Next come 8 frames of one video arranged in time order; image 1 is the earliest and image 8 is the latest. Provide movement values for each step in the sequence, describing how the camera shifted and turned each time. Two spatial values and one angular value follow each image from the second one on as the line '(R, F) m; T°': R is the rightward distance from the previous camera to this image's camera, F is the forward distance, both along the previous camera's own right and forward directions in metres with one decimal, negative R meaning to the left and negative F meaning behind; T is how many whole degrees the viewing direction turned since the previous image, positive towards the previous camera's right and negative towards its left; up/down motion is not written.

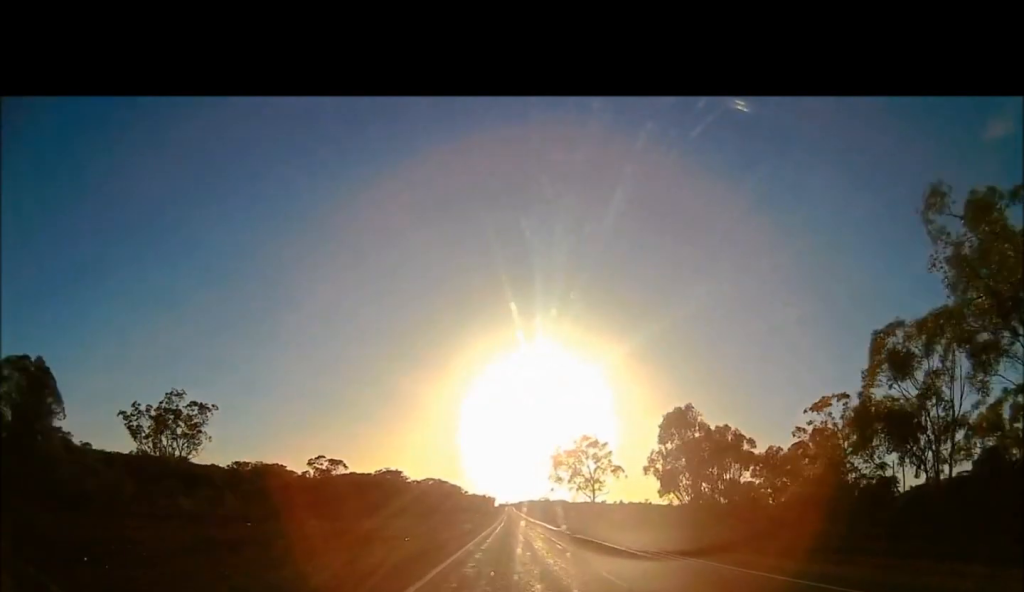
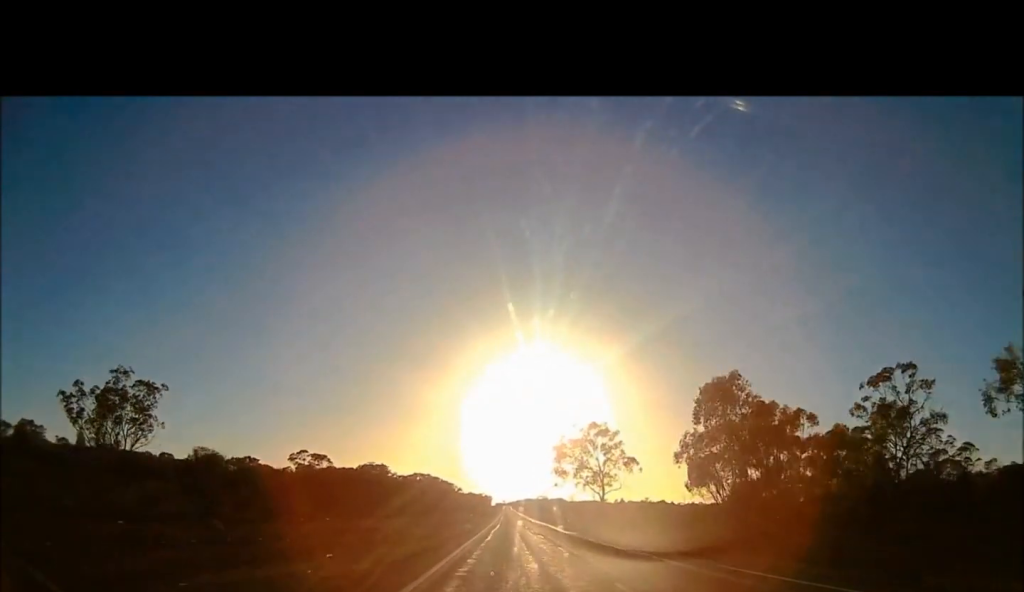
(0.0, +14.0) m; 0°
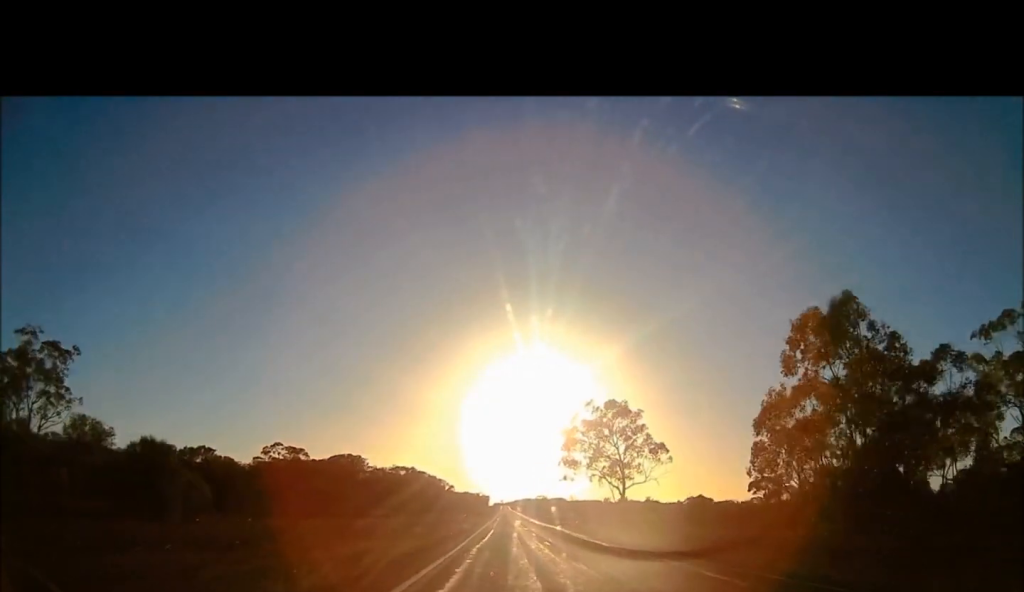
(-0.1, +18.9) m; 0°
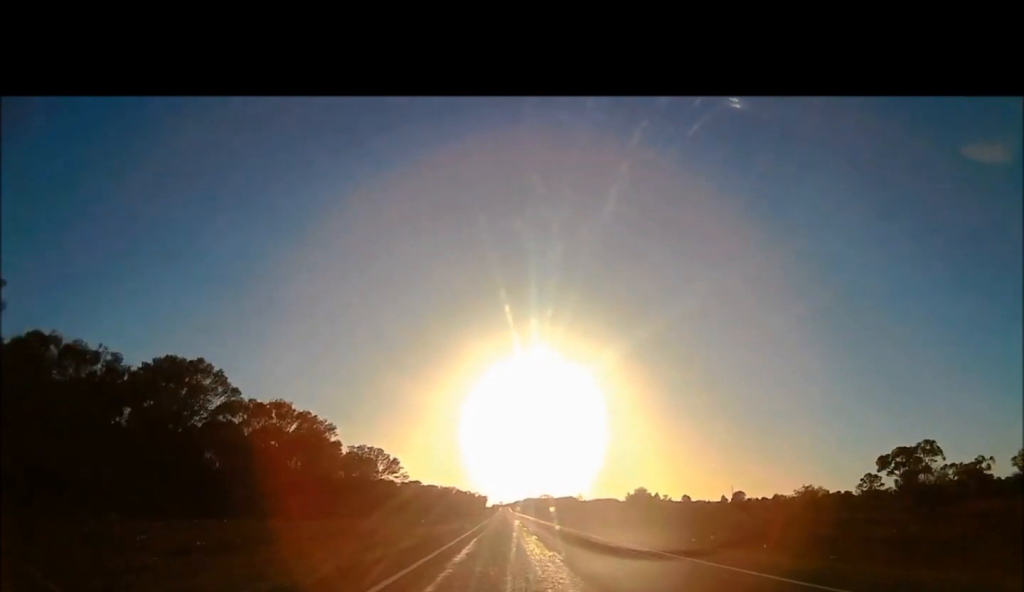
(+2.2, +81.2) m; +1°
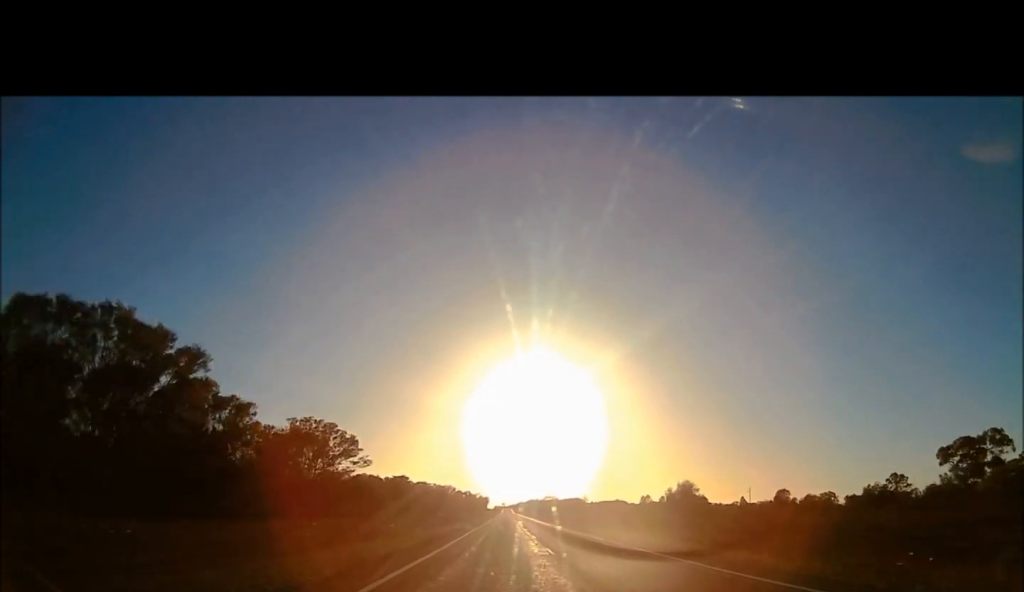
(-0.6, +22.4) m; -1°
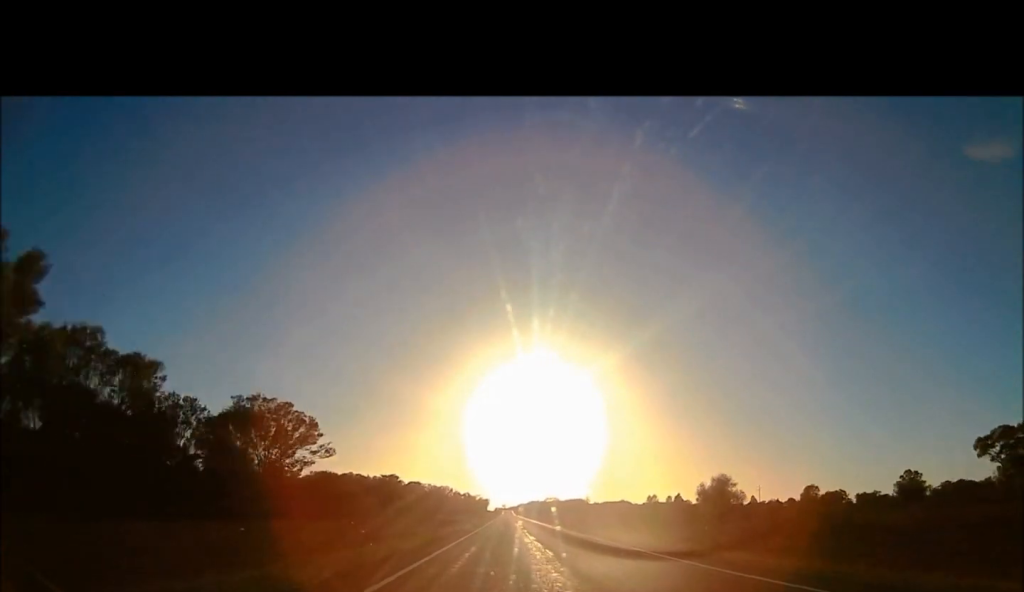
(-0.1, +11.9) m; +1°
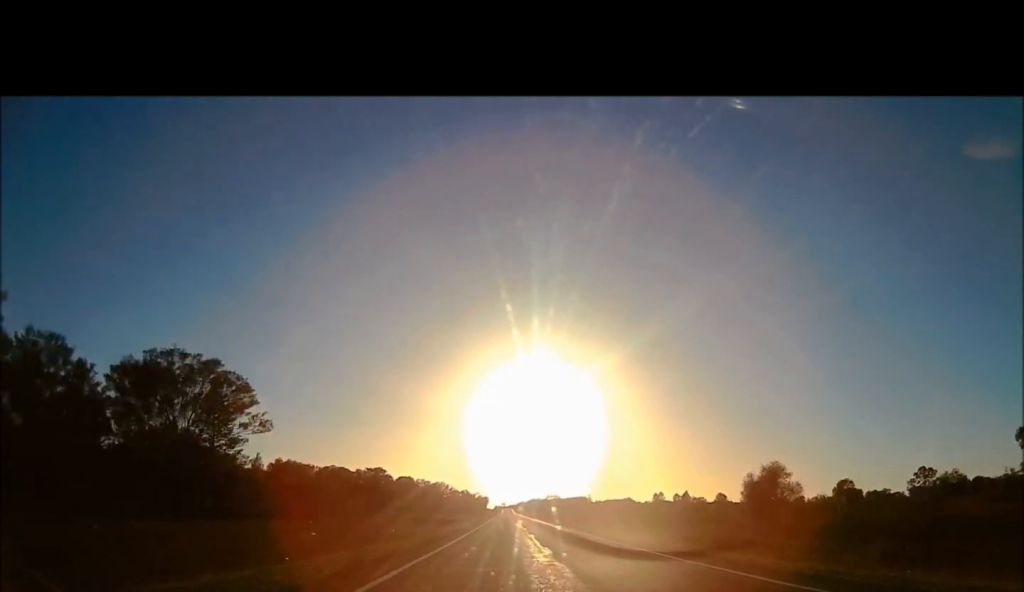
(-0.3, +11.9) m; +1°
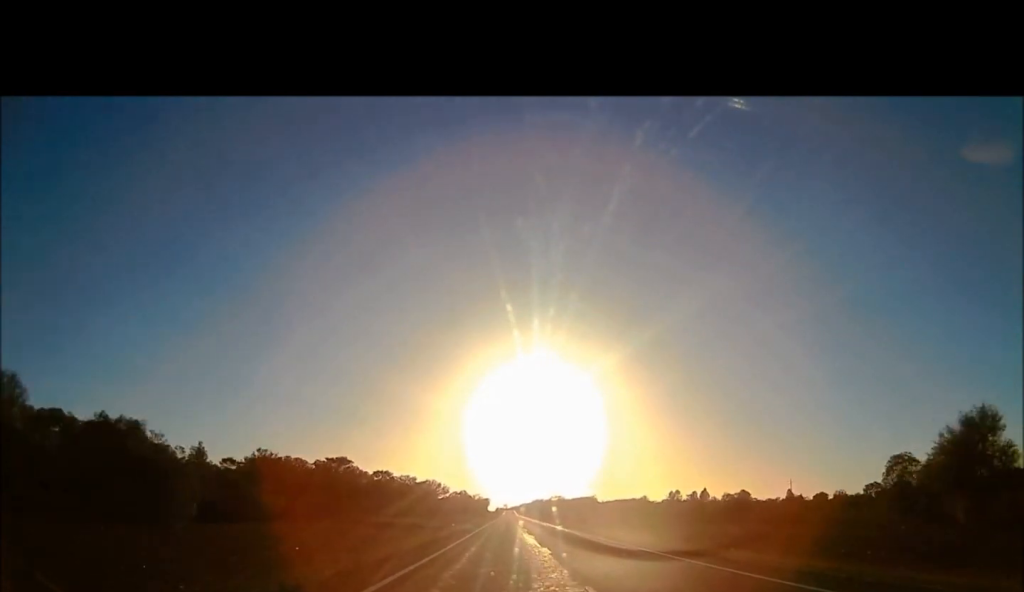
(+1.2, +23.2) m; 0°
